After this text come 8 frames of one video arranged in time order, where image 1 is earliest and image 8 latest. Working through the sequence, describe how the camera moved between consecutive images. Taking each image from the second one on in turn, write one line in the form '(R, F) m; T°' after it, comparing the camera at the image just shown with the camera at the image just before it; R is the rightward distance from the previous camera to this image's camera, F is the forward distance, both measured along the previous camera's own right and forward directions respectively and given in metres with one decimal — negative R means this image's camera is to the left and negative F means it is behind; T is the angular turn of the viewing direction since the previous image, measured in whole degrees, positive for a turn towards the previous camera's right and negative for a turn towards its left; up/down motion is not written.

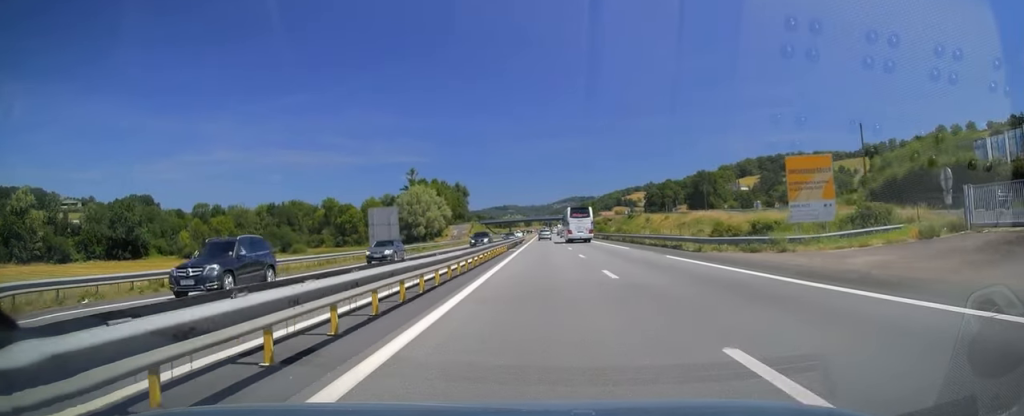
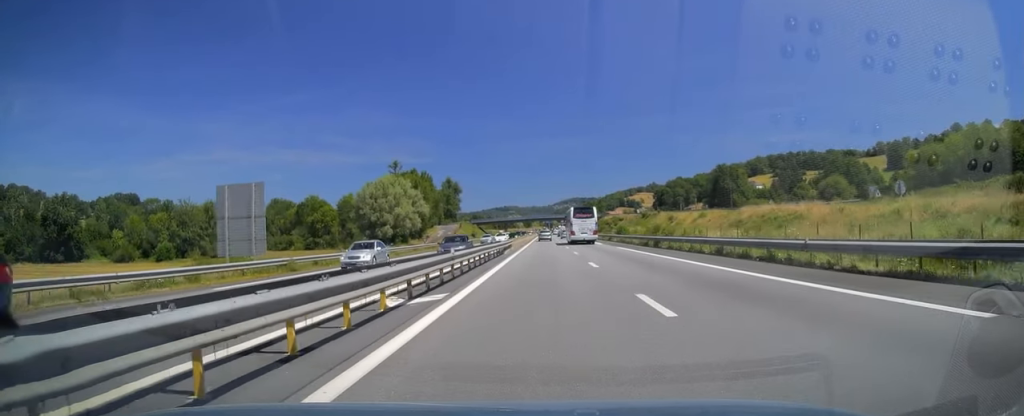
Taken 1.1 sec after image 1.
(+0.3, +33.1) m; 0°
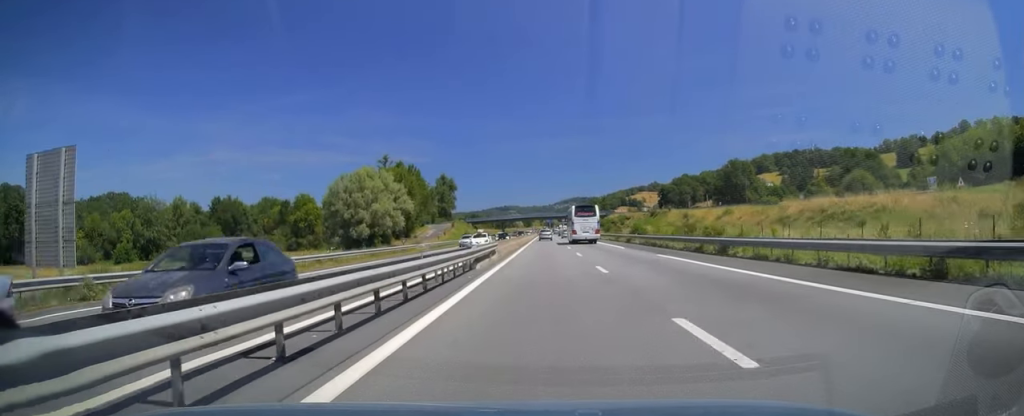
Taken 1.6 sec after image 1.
(+0.1, +16.3) m; 0°
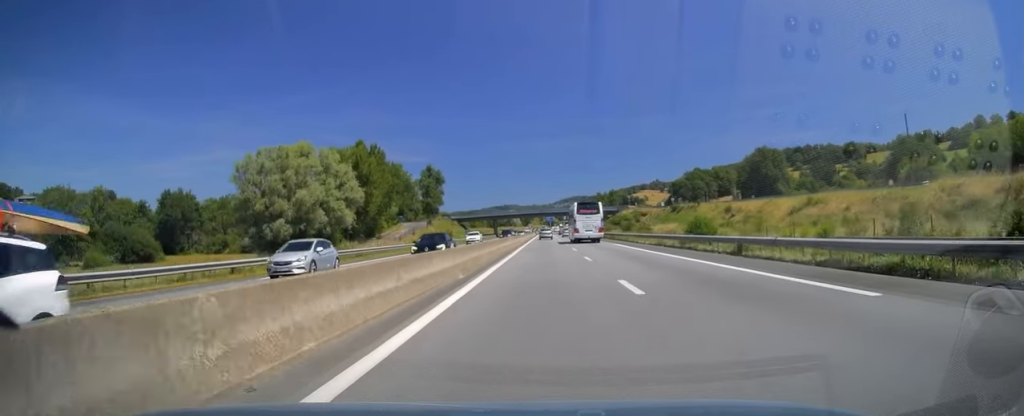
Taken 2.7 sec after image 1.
(-0.4, +32.8) m; -1°
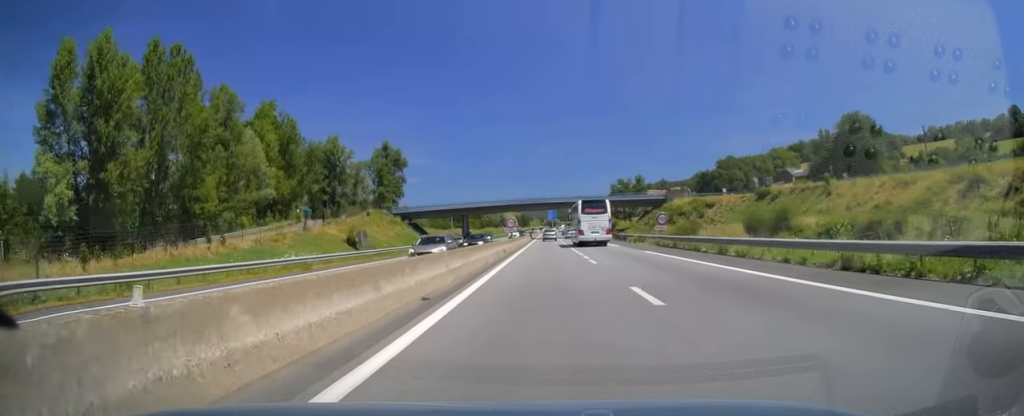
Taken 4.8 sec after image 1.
(+0.7, +66.6) m; +1°
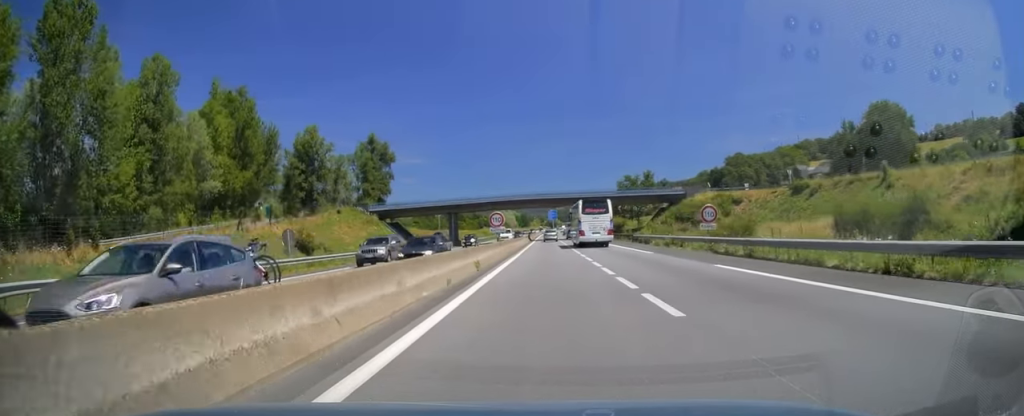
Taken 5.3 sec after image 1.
(-0.1, +14.4) m; 0°
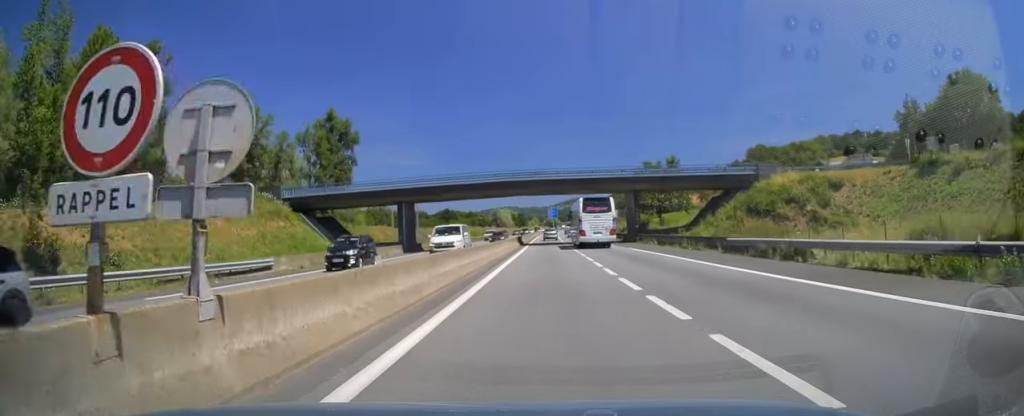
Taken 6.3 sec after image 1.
(+0.1, +31.2) m; 0°
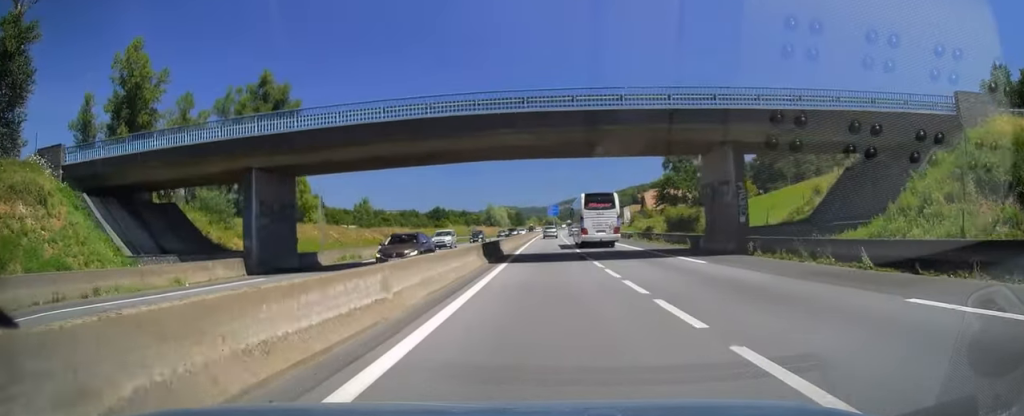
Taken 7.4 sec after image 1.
(-0.2, +31.8) m; 0°
